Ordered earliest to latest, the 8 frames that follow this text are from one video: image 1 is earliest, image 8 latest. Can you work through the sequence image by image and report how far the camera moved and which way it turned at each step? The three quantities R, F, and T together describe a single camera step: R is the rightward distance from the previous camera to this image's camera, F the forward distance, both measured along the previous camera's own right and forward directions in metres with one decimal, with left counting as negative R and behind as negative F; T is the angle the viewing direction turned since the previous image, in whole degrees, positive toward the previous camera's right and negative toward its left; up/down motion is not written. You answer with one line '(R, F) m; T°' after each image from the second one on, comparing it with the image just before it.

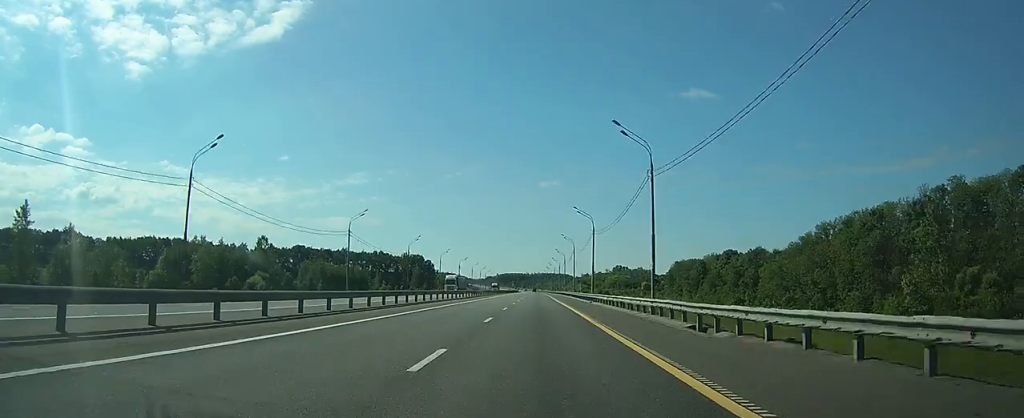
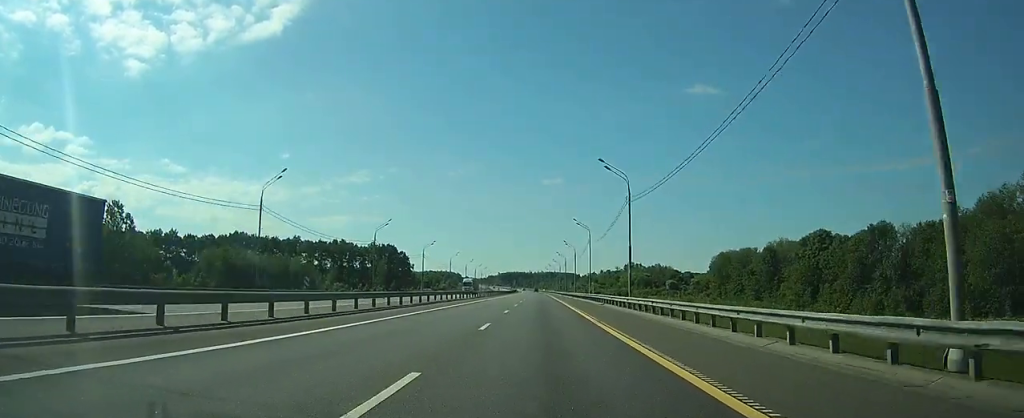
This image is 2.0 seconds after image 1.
(-0.1, +63.1) m; 0°
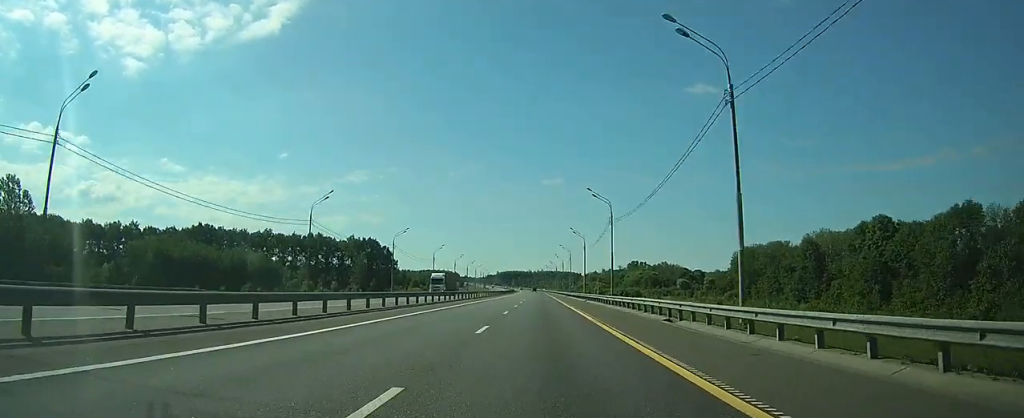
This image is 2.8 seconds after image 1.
(0.0, +25.3) m; 0°
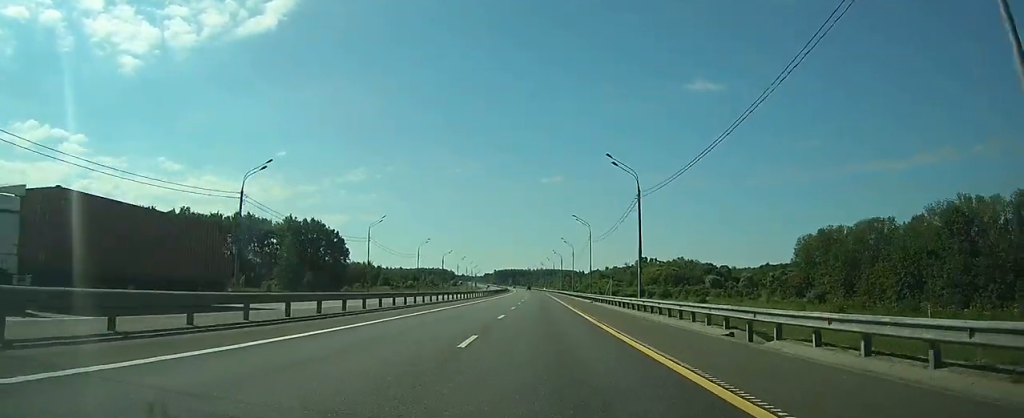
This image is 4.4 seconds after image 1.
(+0.1, +52.0) m; 0°
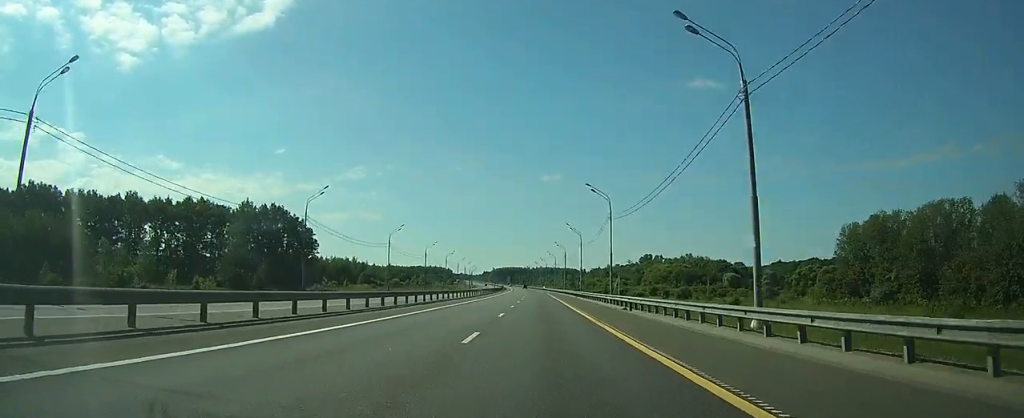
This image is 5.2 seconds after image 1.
(0.0, +23.5) m; 0°
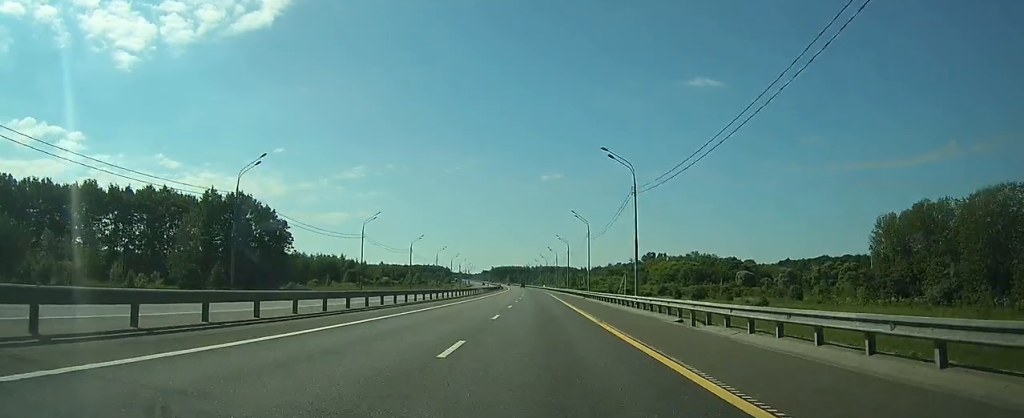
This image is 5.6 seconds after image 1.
(0.0, +15.0) m; 0°
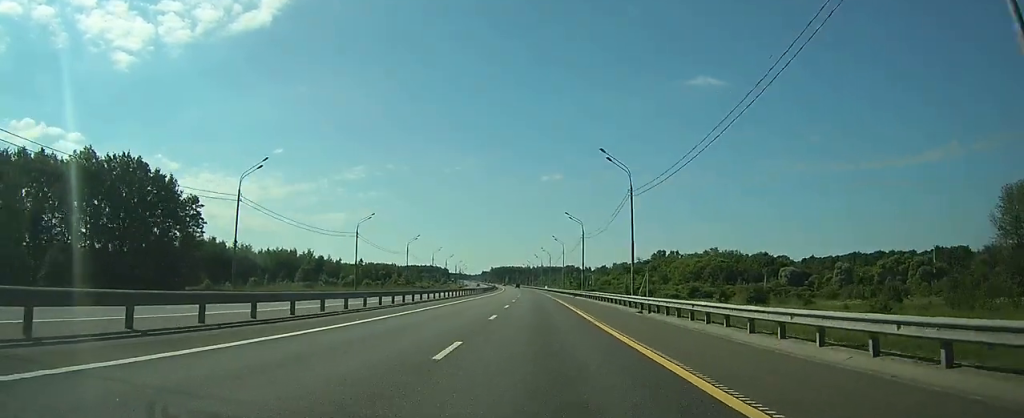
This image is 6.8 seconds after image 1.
(+0.1, +36.5) m; 0°
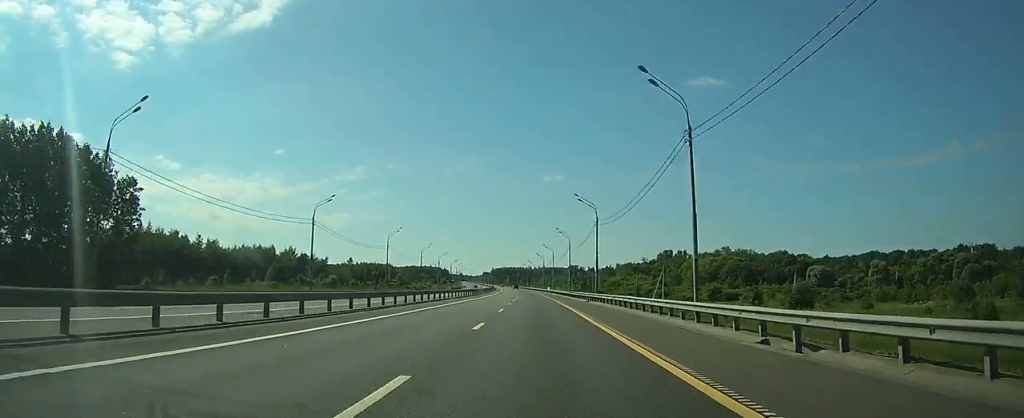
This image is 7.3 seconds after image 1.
(-0.1, +17.2) m; 0°
